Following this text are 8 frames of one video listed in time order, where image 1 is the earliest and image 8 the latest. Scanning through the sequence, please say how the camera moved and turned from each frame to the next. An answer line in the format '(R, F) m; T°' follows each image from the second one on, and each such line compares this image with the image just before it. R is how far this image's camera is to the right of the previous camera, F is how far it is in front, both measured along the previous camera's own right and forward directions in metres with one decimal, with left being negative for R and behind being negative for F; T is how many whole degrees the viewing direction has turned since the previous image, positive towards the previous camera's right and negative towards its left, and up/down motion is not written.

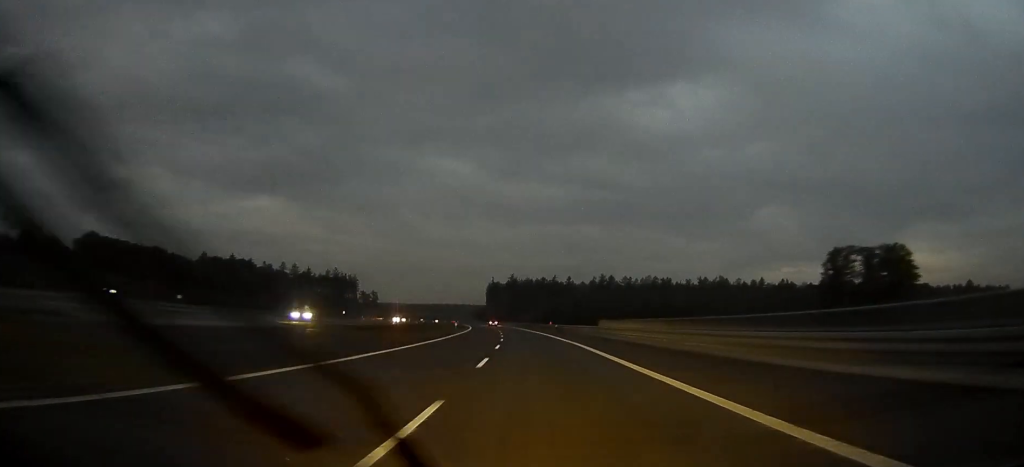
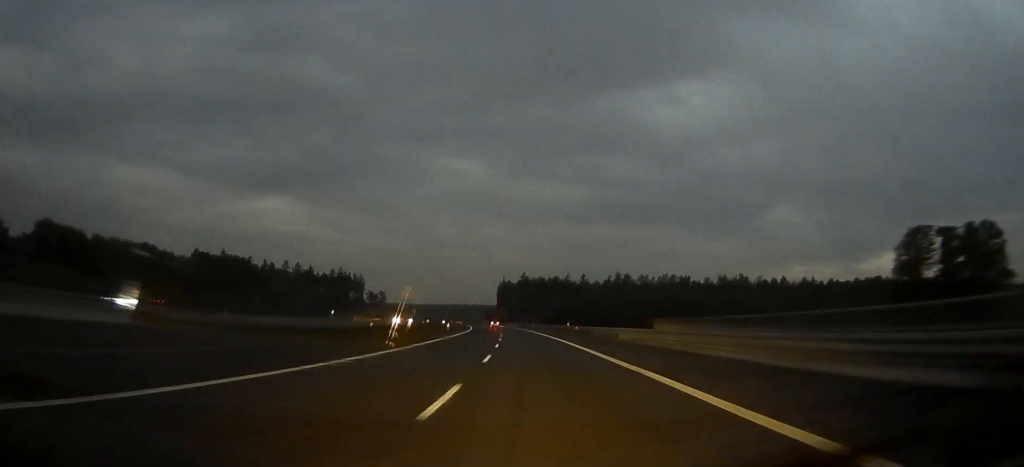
(-0.3, +21.1) m; -1°
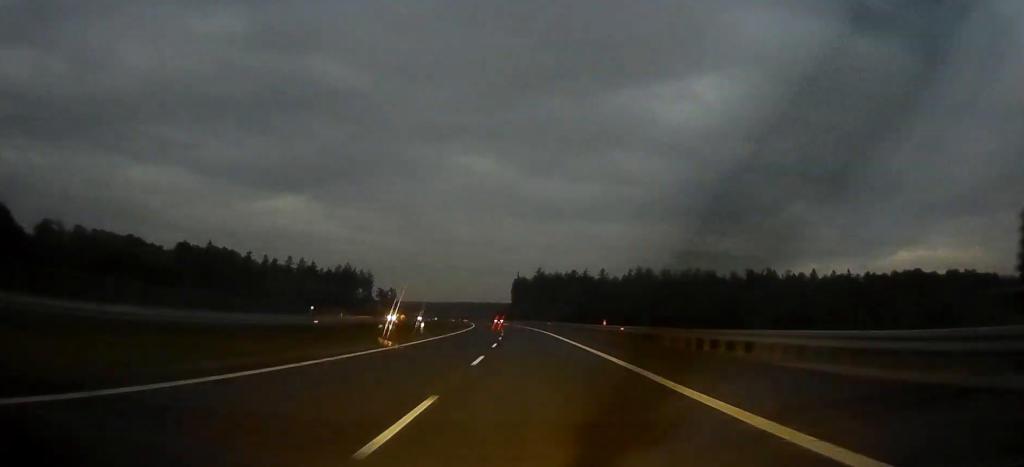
(-0.2, +26.5) m; -1°
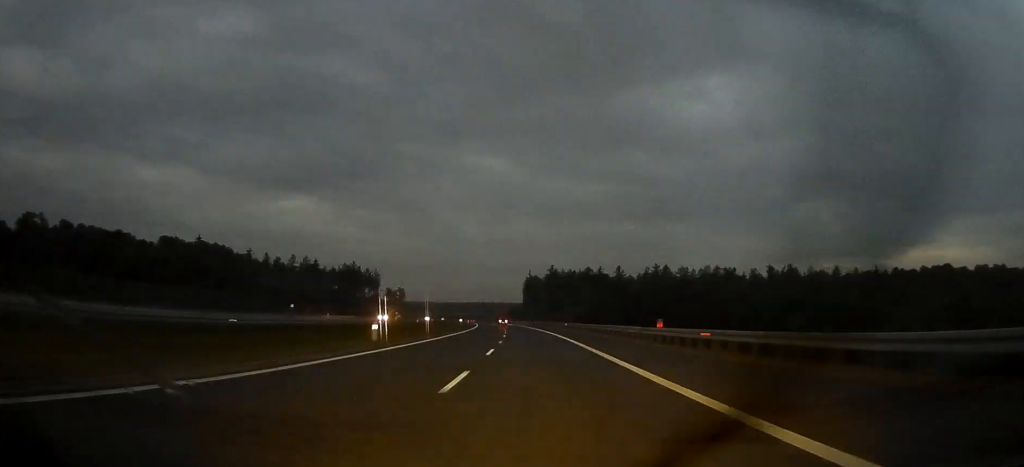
(-0.2, +18.6) m; -1°
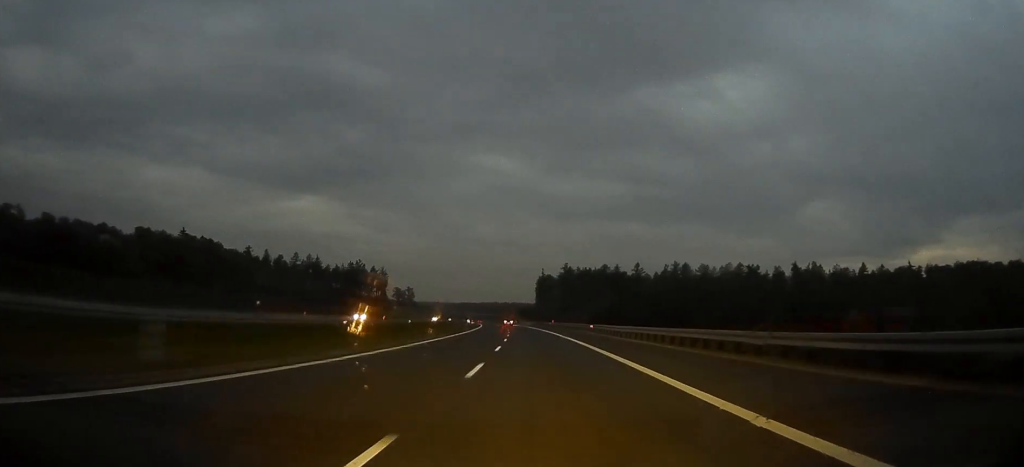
(-0.2, +21.3) m; -1°
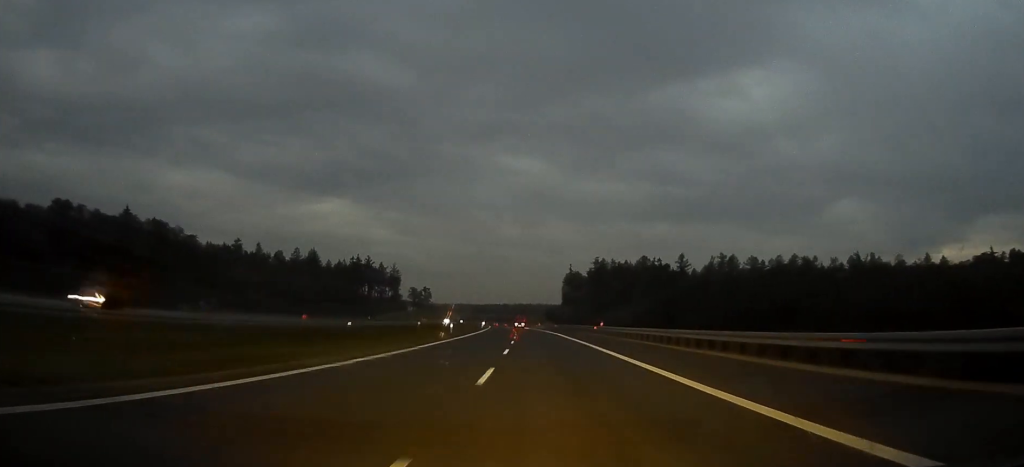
(-0.9, +48.1) m; -2°
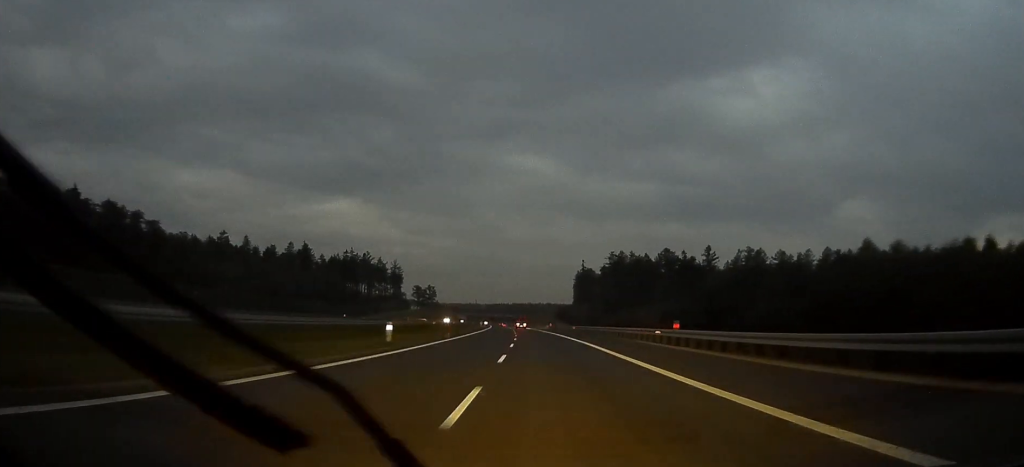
(-0.2, +29.5) m; -1°
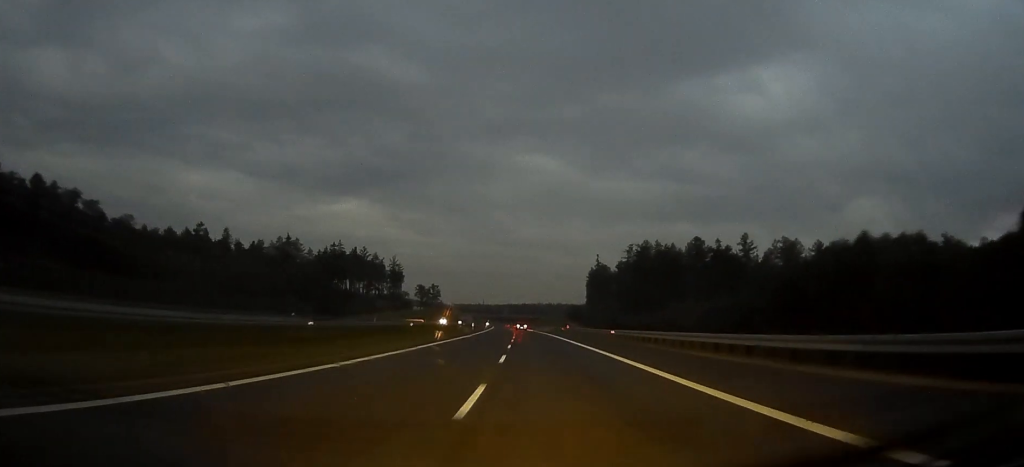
(-0.3, +35.1) m; -1°
